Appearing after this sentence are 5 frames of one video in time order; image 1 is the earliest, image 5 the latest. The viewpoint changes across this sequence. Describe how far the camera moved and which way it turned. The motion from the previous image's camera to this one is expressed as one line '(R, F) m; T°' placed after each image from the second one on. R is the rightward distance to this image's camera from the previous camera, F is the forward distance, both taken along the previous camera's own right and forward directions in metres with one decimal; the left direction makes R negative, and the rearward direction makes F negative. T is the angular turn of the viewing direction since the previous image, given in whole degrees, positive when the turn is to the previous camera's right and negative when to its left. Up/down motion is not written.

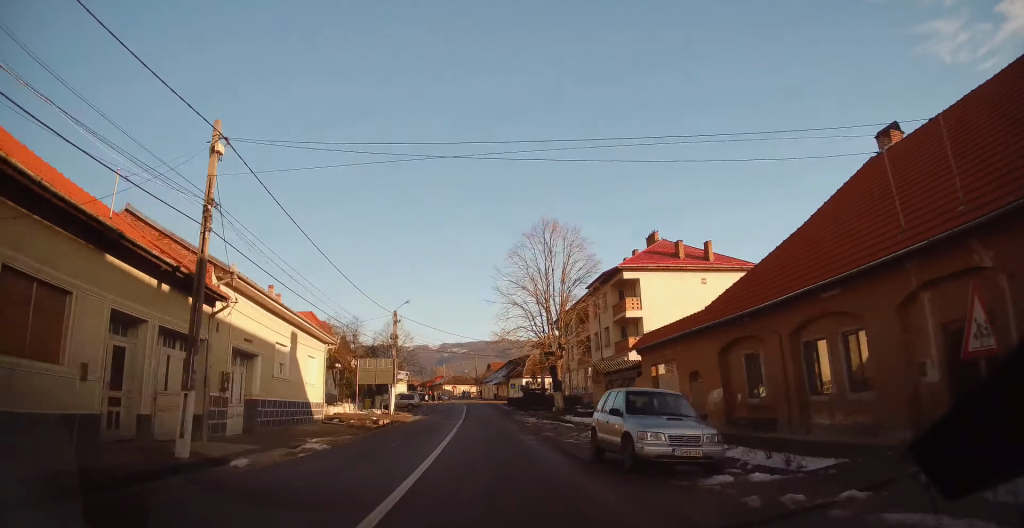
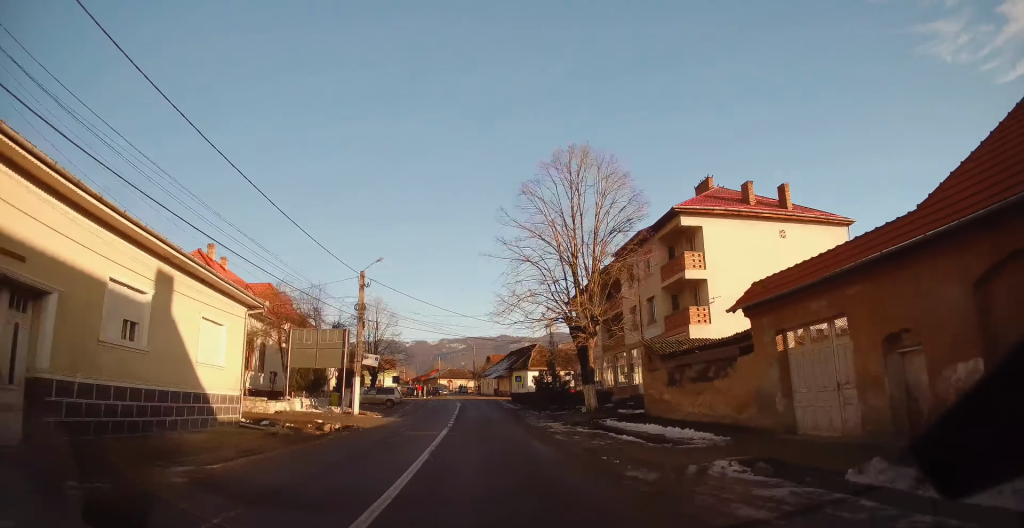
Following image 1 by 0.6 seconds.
(-0.1, +11.3) m; 0°
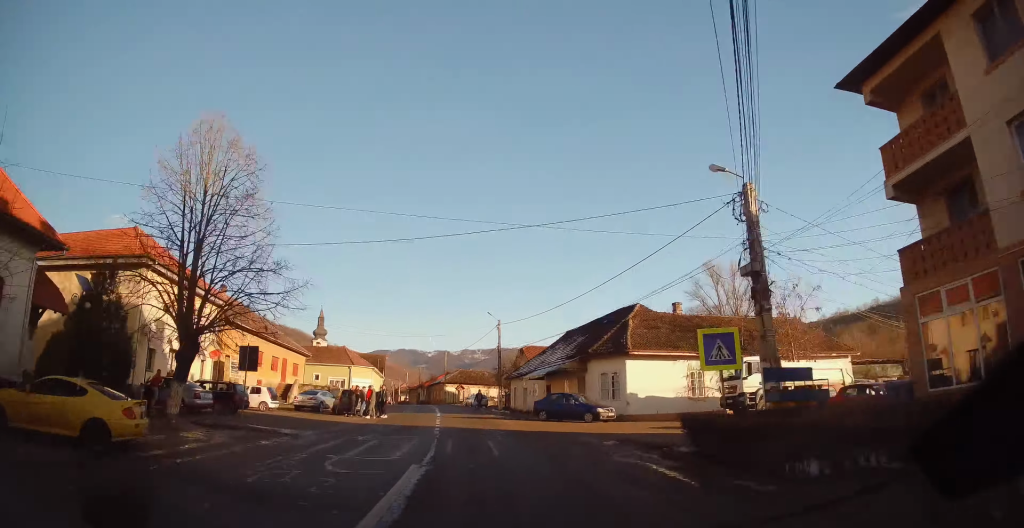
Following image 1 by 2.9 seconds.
(-0.3, +41.2) m; -3°
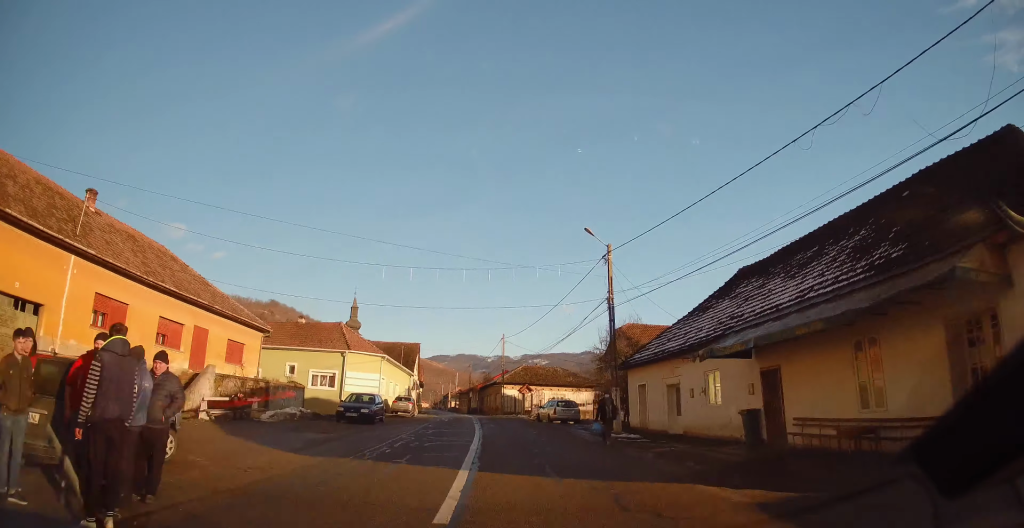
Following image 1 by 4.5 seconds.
(-1.3, +26.3) m; -5°
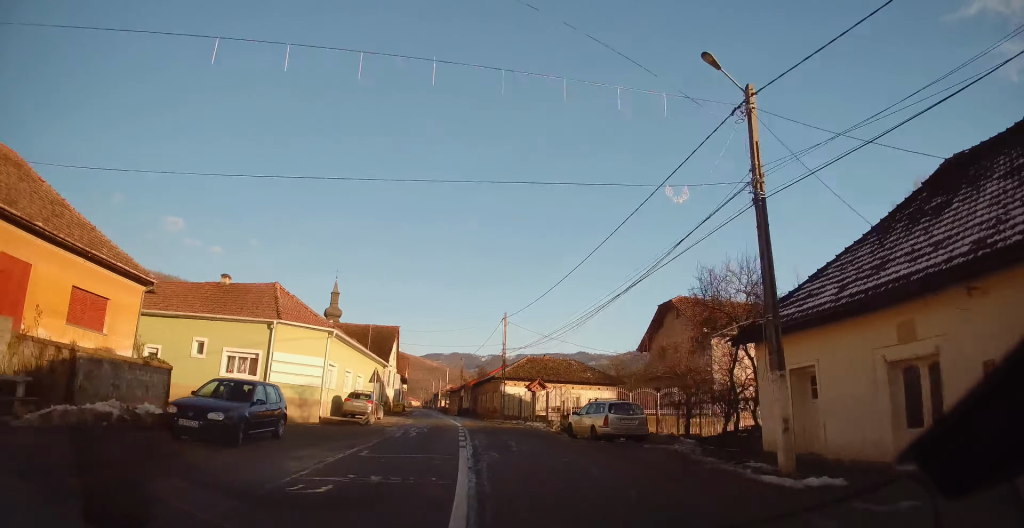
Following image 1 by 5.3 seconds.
(-0.2, +13.6) m; -1°
